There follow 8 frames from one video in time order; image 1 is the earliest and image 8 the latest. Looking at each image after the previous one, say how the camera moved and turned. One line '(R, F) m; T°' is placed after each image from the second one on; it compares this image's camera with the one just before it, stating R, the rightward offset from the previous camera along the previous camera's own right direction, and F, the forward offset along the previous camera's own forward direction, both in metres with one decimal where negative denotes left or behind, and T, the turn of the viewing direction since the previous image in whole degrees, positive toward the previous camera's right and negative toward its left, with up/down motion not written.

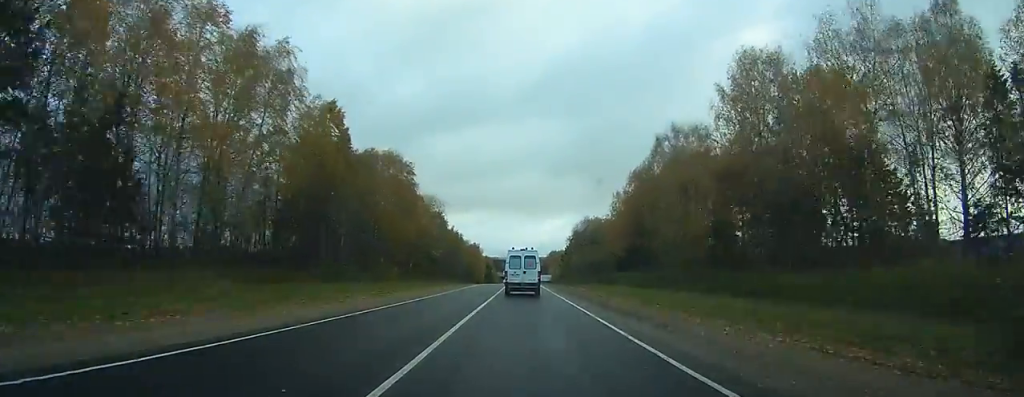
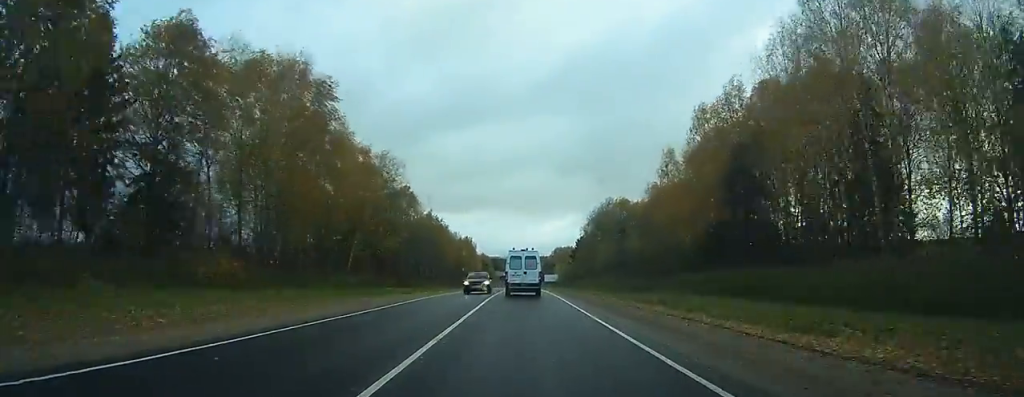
(-0.2, +41.4) m; 0°
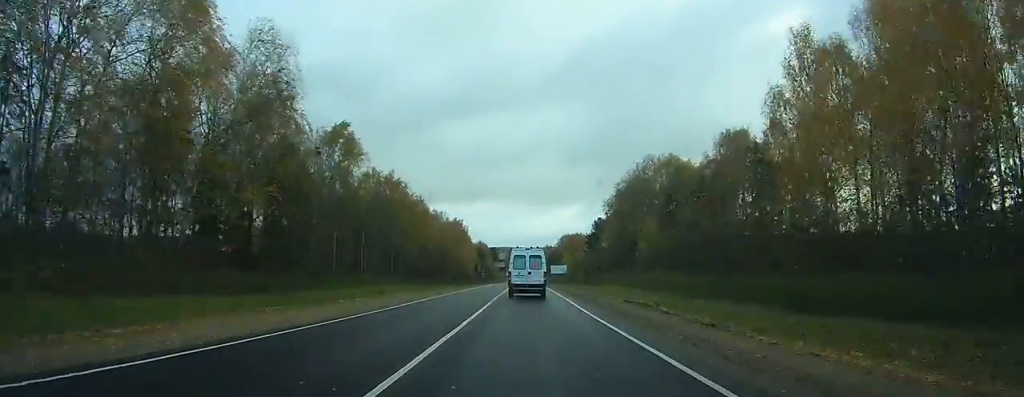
(0.0, +38.8) m; 0°
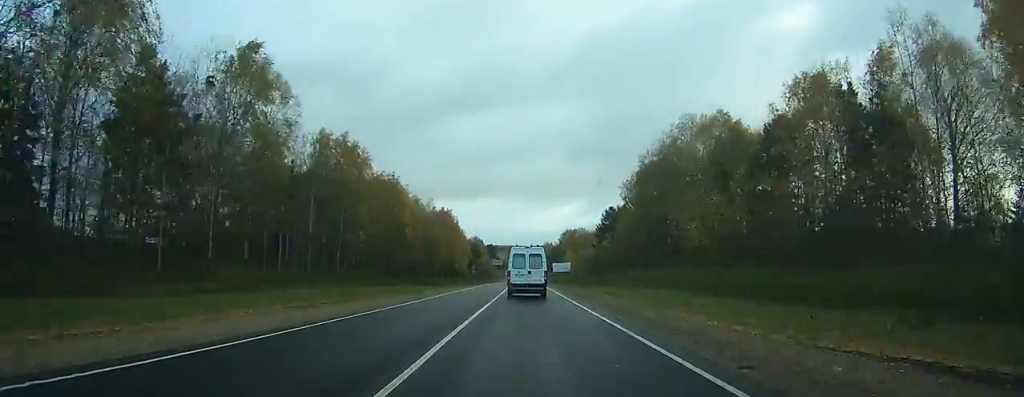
(0.0, +22.4) m; 0°
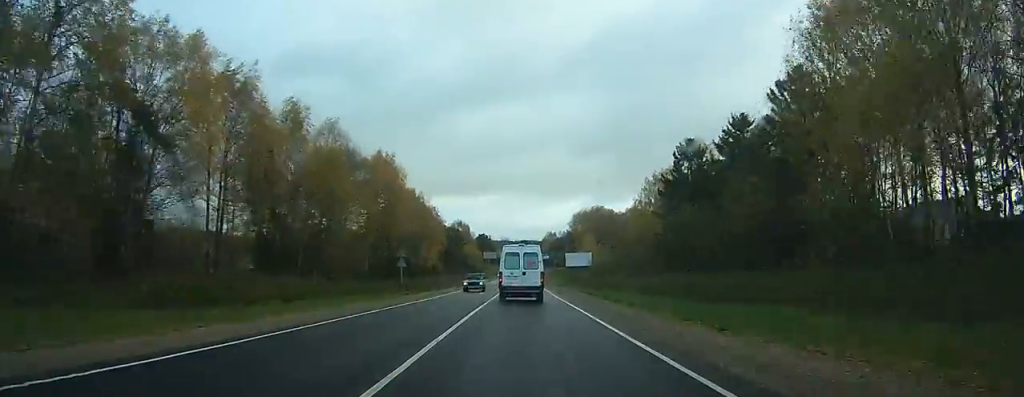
(-0.2, +65.6) m; 0°
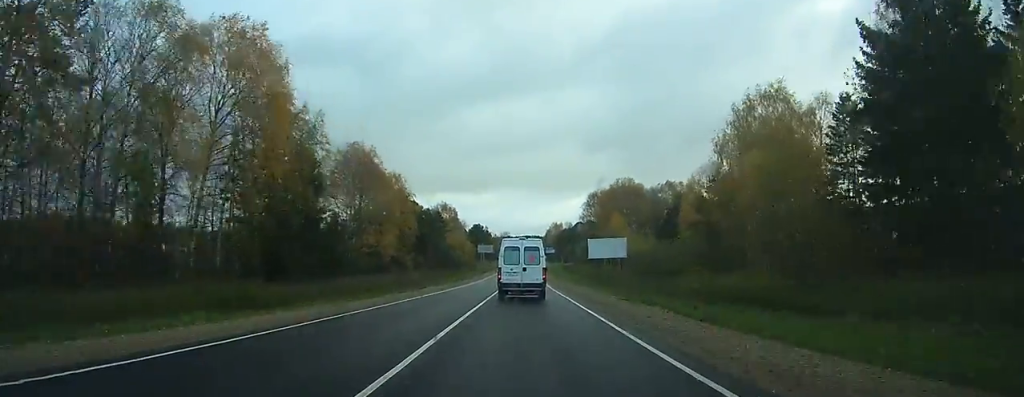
(-0.1, +44.4) m; 0°
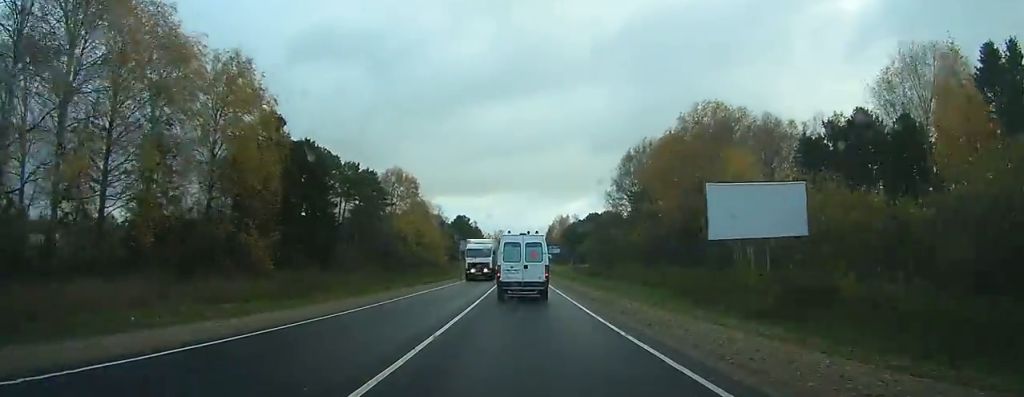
(+0.6, +60.0) m; +1°
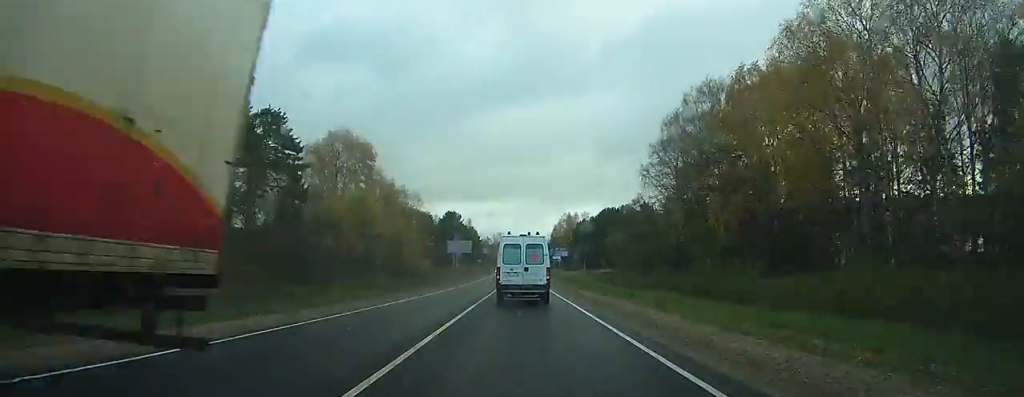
(+0.2, +32.9) m; 0°
